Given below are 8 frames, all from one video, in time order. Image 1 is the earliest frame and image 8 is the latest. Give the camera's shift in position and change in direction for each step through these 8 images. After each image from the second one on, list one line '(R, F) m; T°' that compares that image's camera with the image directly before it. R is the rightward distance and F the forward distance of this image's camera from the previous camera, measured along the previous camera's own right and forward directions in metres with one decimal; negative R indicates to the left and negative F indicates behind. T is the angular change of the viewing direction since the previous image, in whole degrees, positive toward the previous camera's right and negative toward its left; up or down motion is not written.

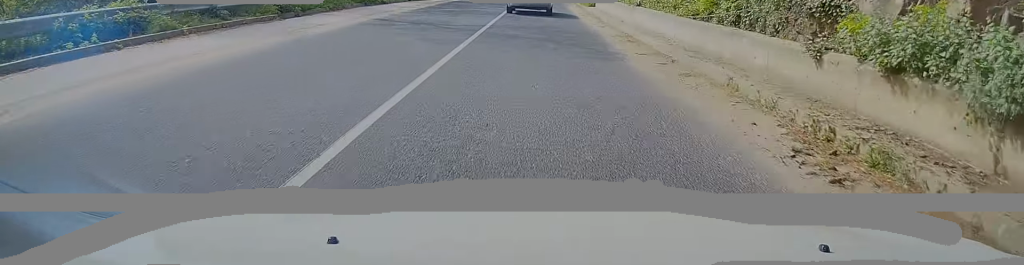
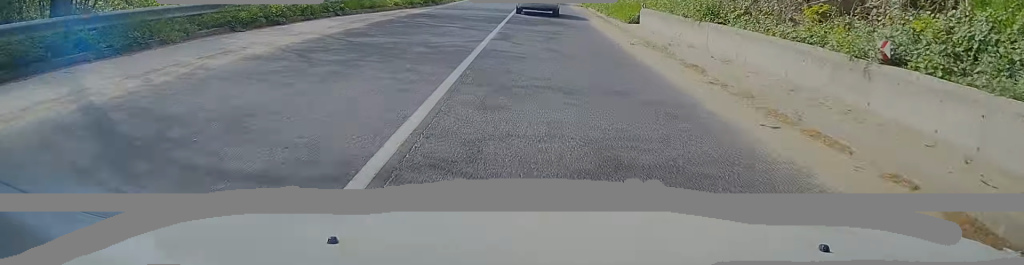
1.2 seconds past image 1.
(-1.6, +13.6) m; -7°
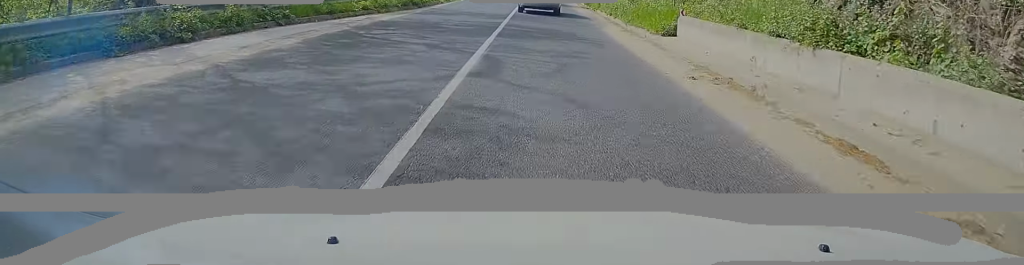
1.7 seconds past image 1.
(0.0, +5.4) m; 0°
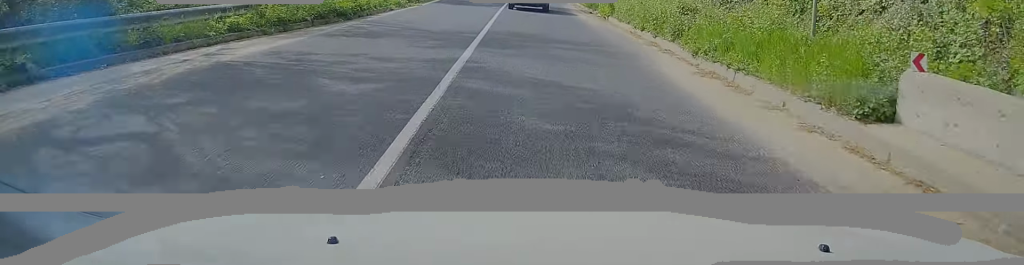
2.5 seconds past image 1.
(0.0, +10.2) m; +1°
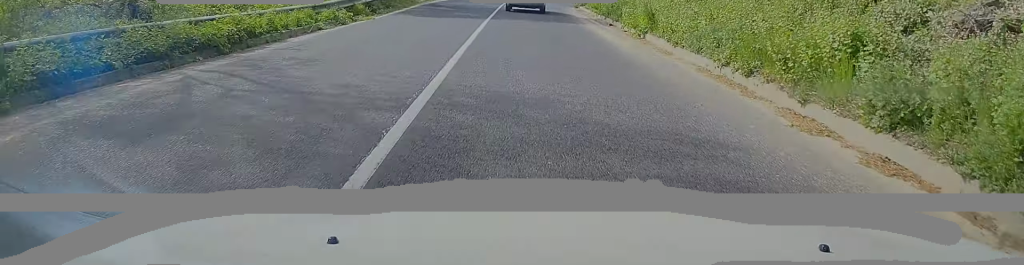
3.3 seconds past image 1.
(+0.1, +8.6) m; +1°
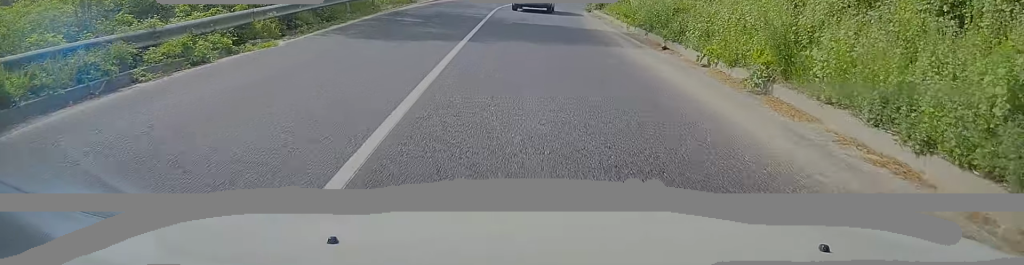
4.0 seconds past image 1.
(+0.1, +8.7) m; +1°
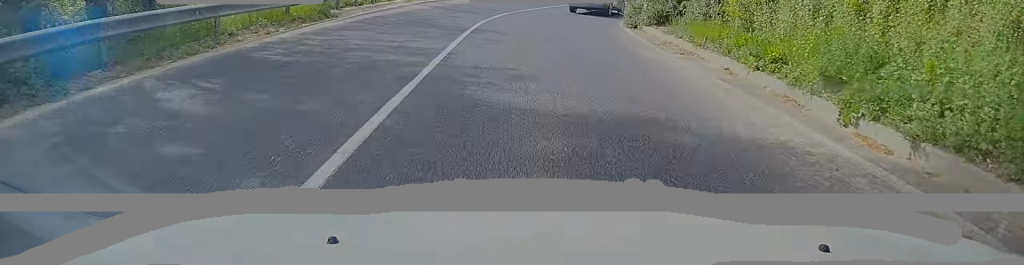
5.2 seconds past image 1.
(+0.2, +14.2) m; +1°
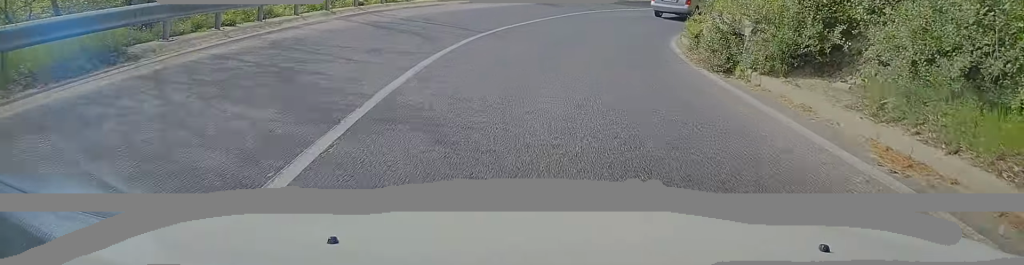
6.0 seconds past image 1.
(0.0, +10.2) m; +3°
